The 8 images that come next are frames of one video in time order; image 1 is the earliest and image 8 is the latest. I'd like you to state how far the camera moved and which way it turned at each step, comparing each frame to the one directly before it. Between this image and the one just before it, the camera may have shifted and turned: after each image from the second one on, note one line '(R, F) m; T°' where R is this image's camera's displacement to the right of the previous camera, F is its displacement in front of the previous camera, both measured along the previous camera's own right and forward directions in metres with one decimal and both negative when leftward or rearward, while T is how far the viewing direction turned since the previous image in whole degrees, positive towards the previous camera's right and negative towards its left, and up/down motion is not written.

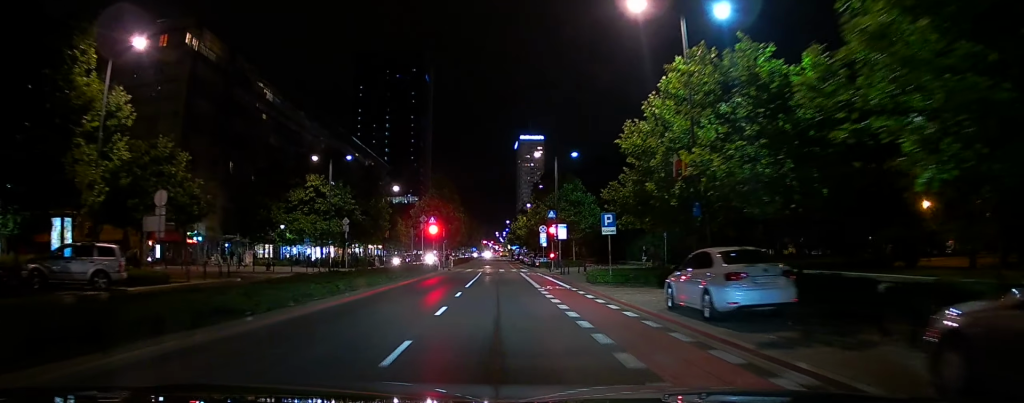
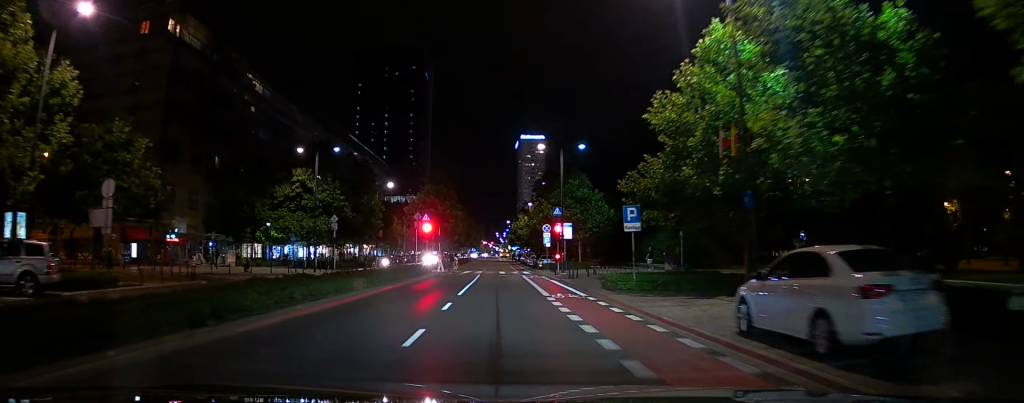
(0.0, +4.9) m; 0°
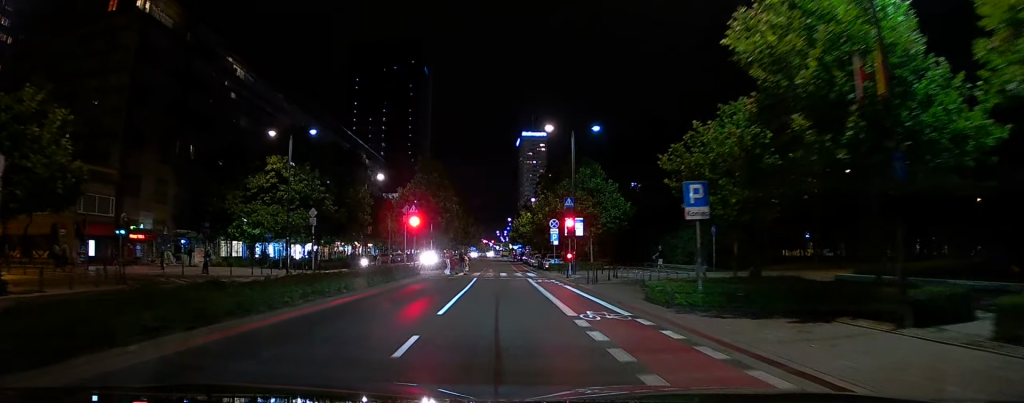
(+0.2, +7.7) m; +1°
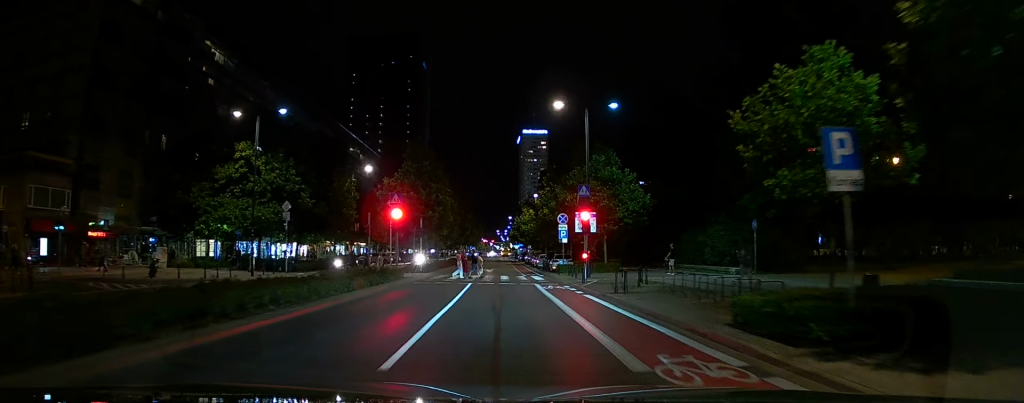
(-0.1, +7.2) m; -1°
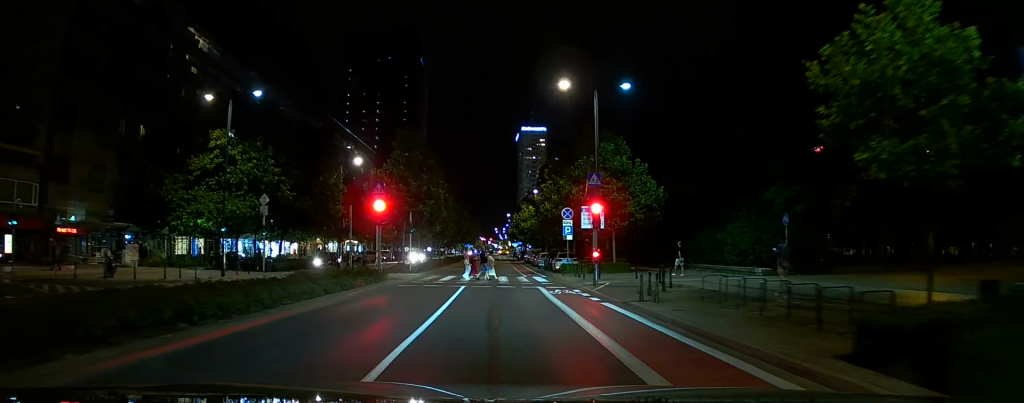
(0.0, +4.4) m; -1°
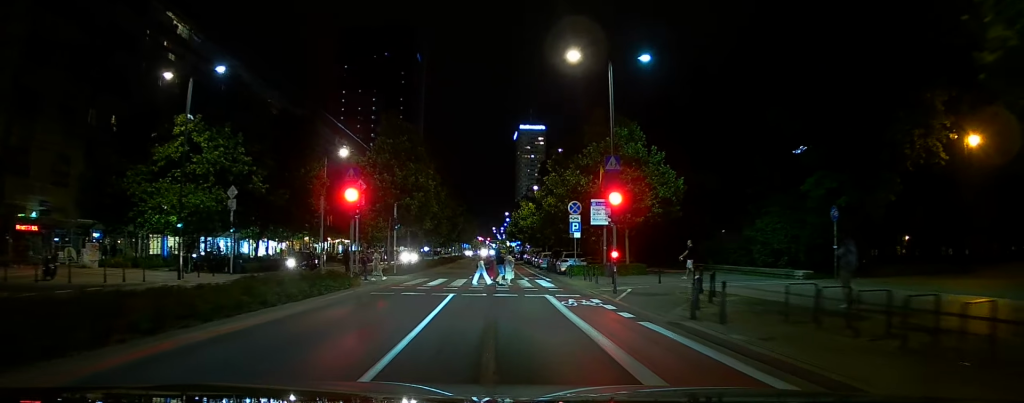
(0.0, +5.4) m; 0°
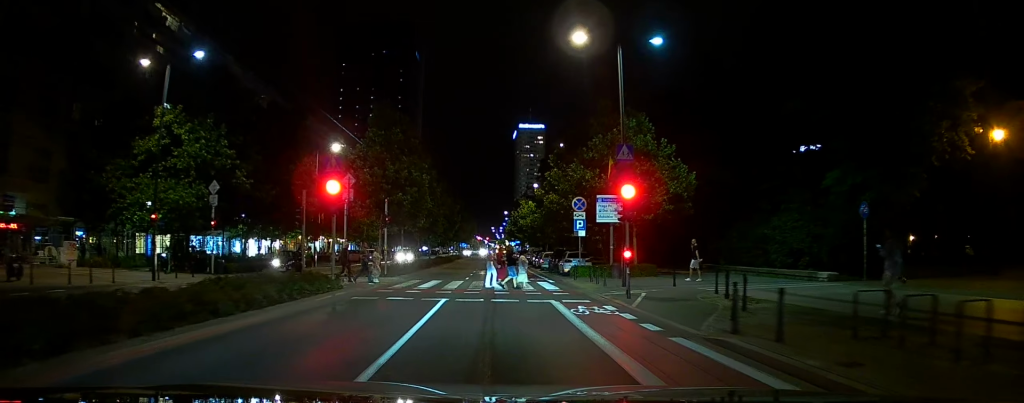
(0.0, +2.5) m; 0°
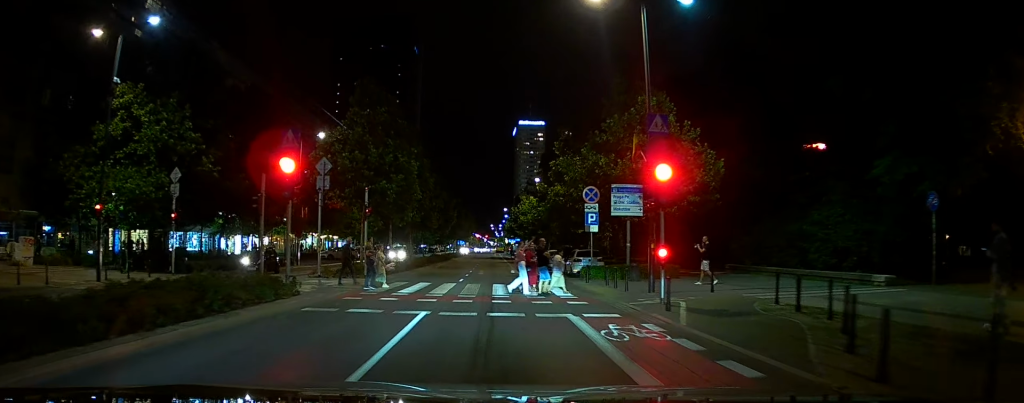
(+0.1, +5.2) m; +1°
